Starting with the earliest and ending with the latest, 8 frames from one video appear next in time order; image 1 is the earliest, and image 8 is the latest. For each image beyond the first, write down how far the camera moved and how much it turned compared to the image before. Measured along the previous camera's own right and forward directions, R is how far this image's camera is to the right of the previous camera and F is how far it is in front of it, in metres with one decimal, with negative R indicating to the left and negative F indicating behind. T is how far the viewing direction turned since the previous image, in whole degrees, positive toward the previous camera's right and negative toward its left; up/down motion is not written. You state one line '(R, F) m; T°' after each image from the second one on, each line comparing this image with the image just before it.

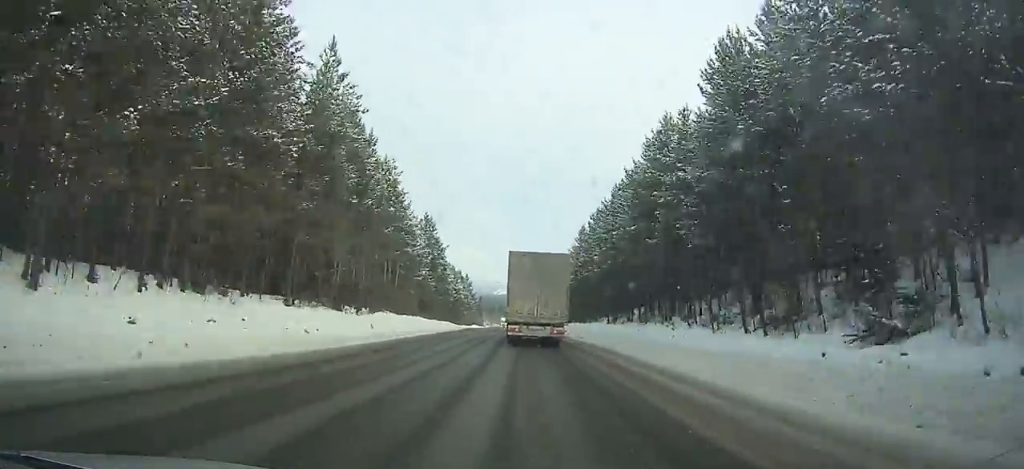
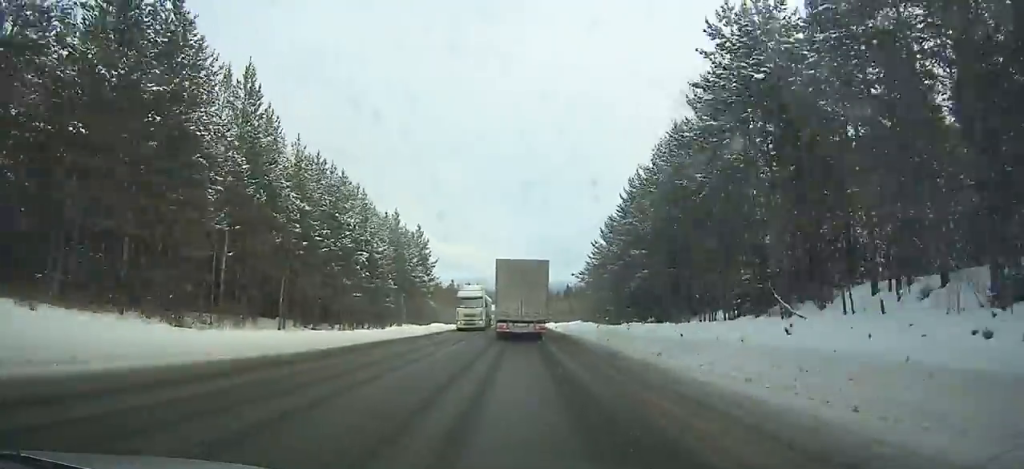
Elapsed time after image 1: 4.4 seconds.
(-0.4, +77.1) m; -1°
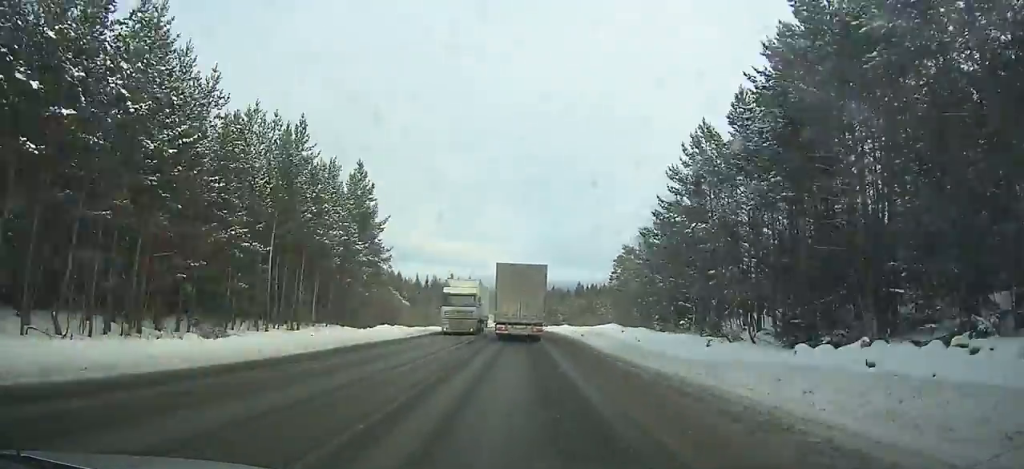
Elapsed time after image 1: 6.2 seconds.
(+0.1, +32.8) m; 0°
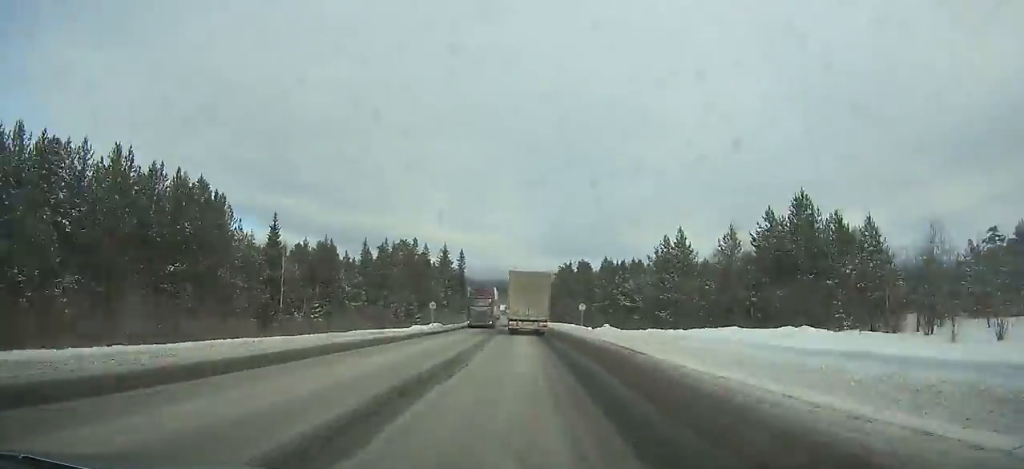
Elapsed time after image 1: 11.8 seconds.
(-0.7, +108.9) m; 0°
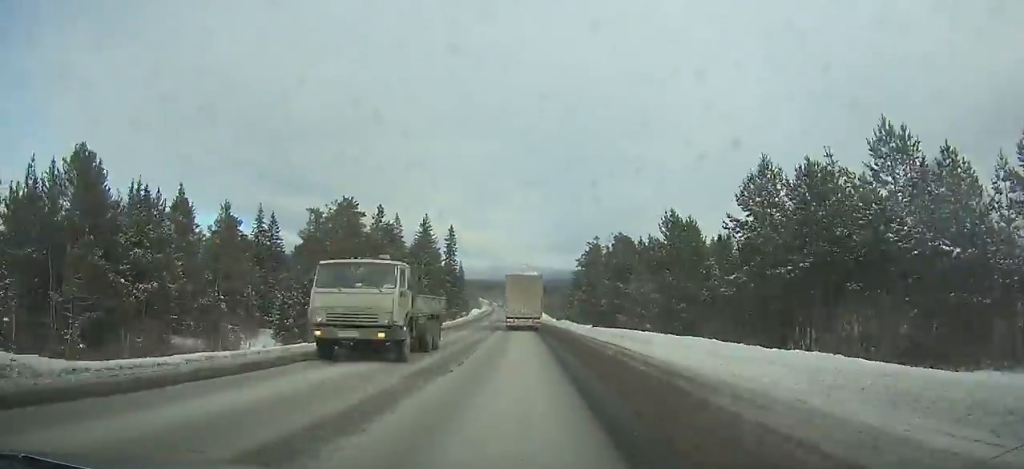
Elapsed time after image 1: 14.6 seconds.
(-0.1, +57.5) m; -1°
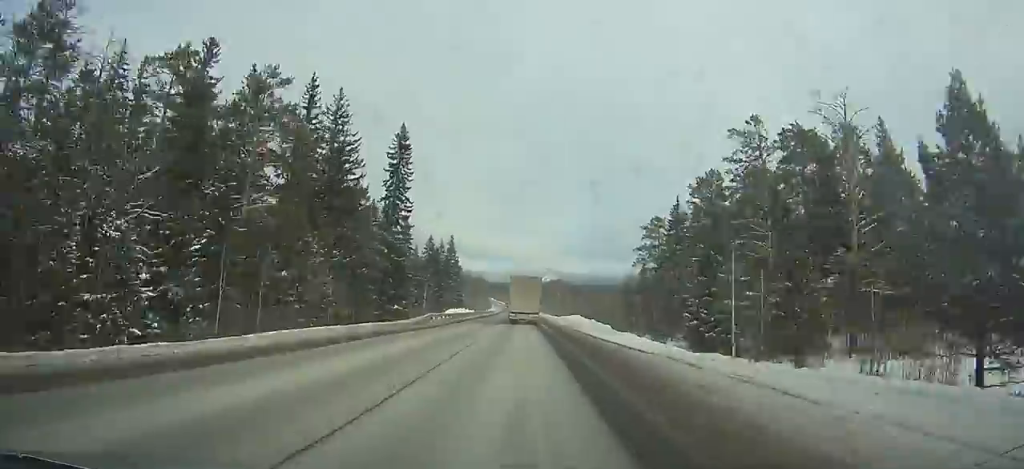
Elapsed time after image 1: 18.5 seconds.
(-1.5, +82.9) m; -2°
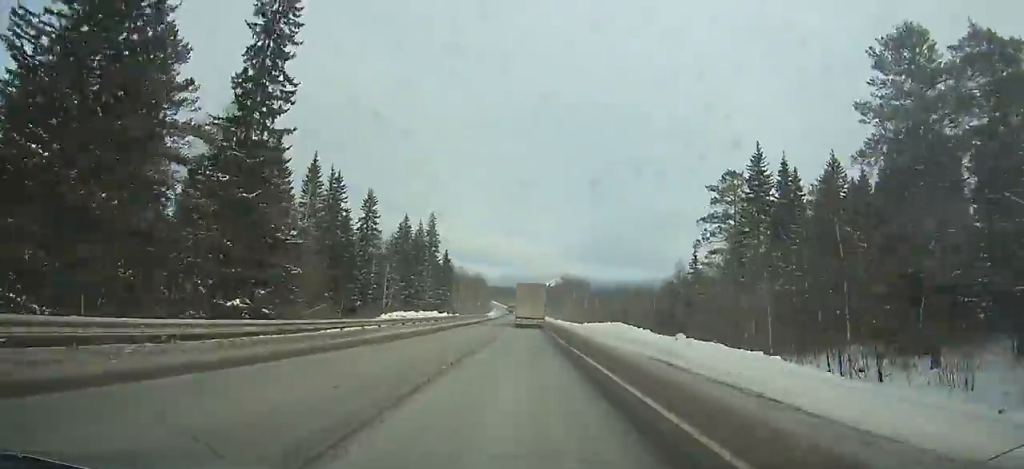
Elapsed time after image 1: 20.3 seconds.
(-0.3, +39.7) m; 0°
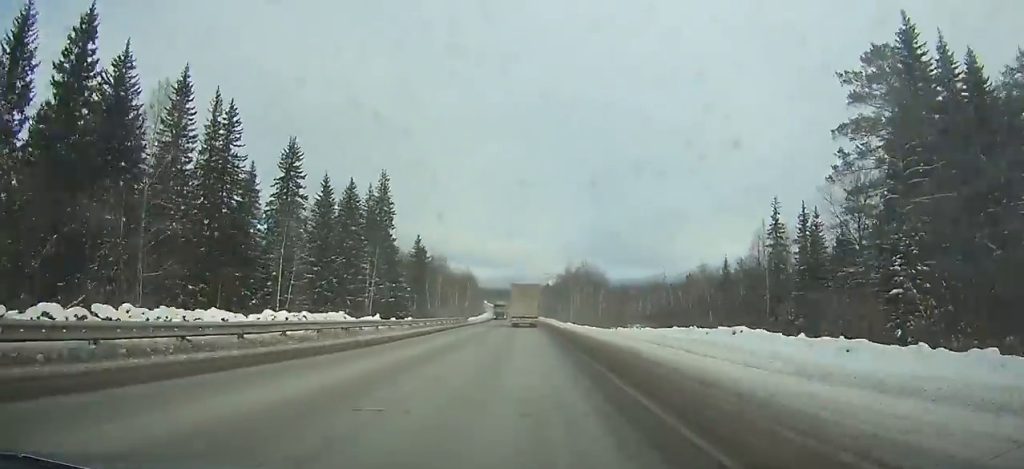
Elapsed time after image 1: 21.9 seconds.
(-0.1, +35.8) m; 0°
